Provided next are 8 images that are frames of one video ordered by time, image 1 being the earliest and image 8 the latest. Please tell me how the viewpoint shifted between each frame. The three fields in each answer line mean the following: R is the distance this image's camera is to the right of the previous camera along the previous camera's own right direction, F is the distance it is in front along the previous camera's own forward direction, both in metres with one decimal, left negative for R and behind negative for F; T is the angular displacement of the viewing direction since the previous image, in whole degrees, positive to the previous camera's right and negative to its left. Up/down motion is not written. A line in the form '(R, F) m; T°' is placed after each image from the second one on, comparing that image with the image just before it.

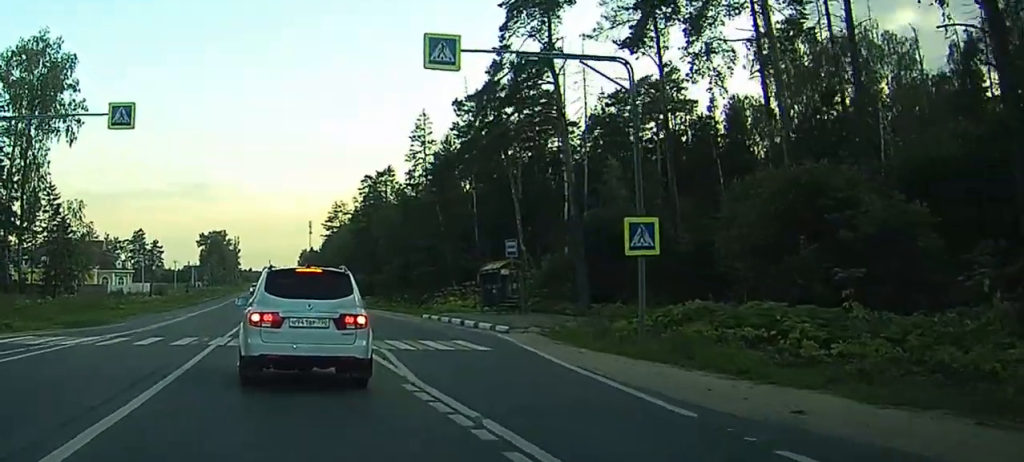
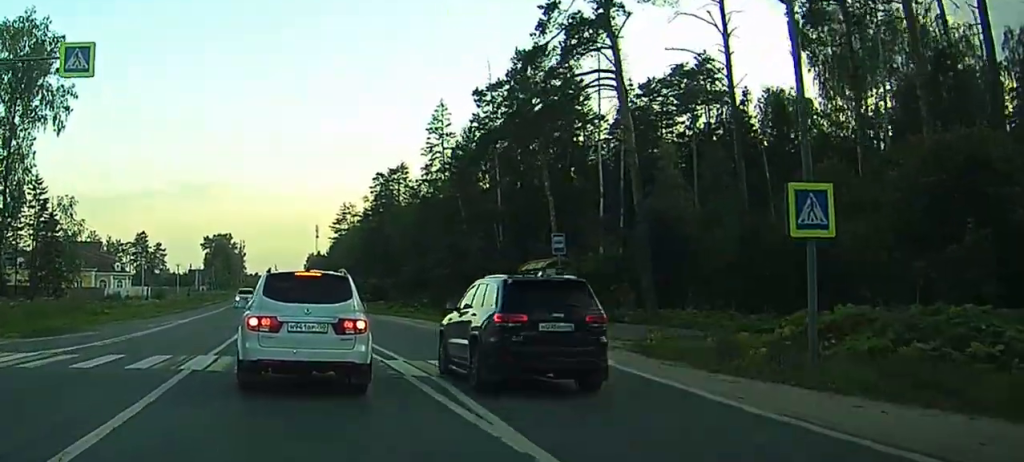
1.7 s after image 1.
(-0.5, +8.7) m; -5°
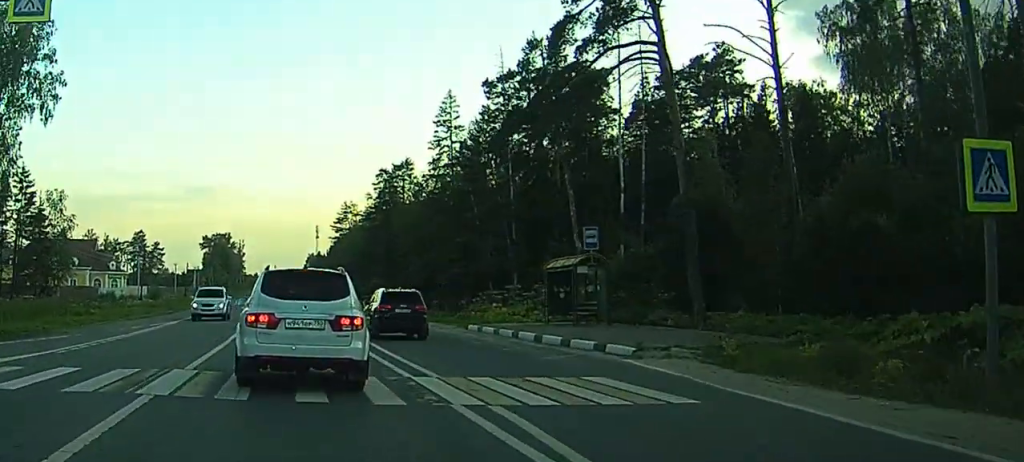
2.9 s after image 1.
(-0.2, +5.1) m; -1°
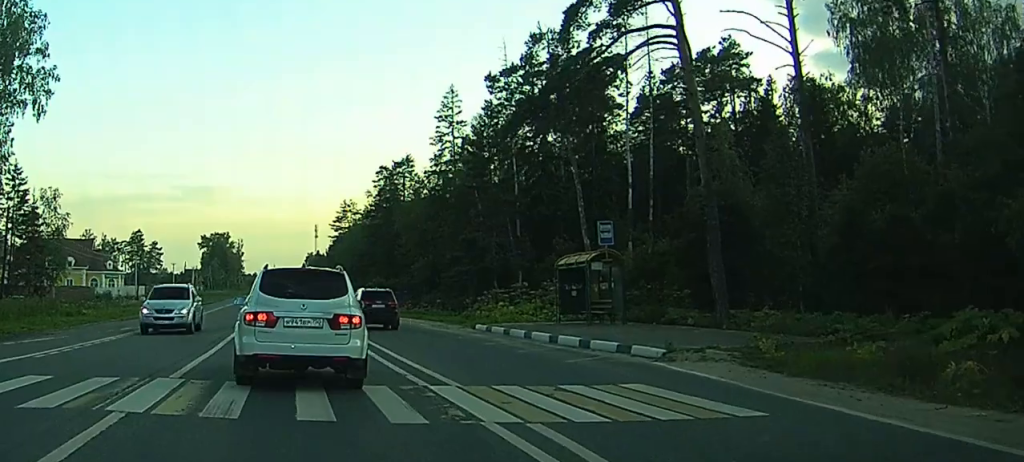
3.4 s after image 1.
(0.0, +2.0) m; 0°
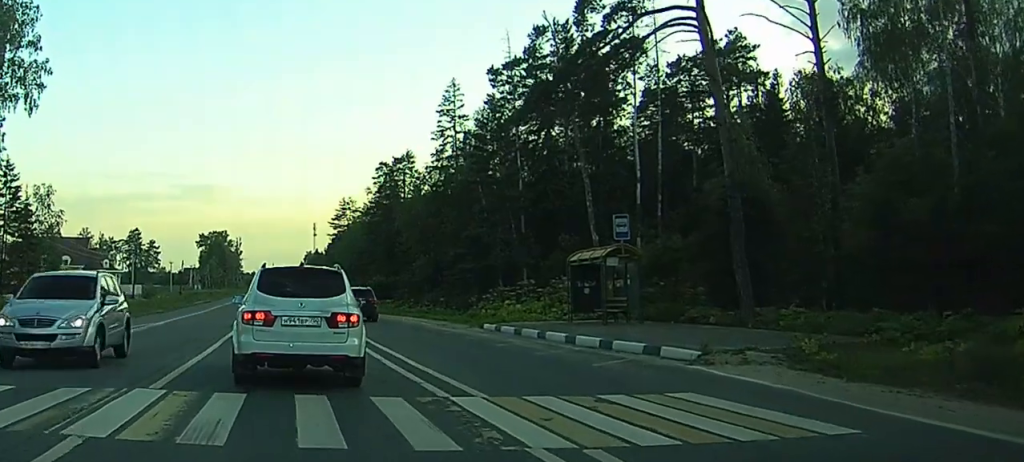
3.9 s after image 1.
(+0.1, +2.0) m; 0°
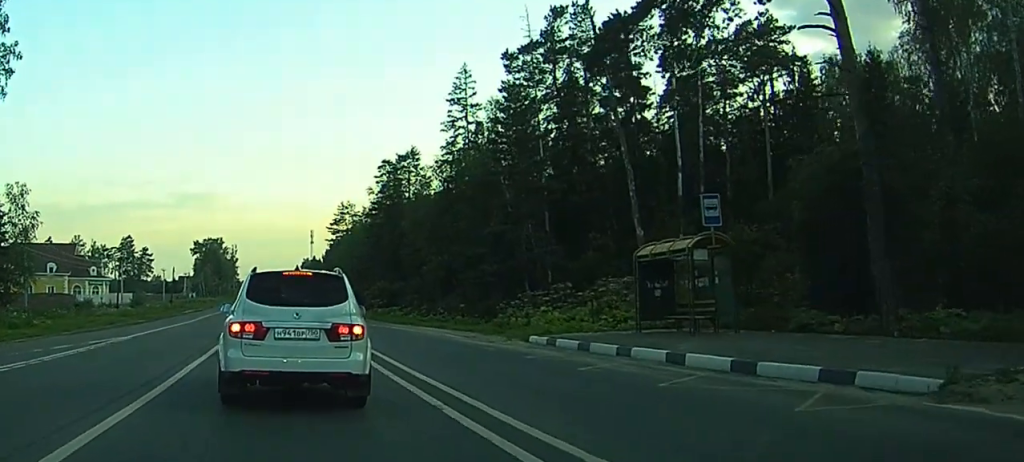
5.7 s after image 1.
(0.0, +7.3) m; +1°
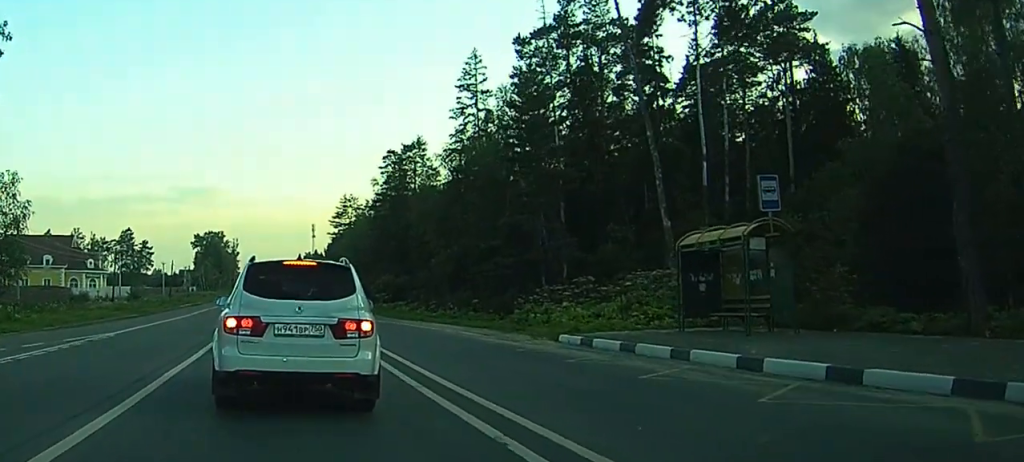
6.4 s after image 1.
(0.0, +3.0) m; +1°
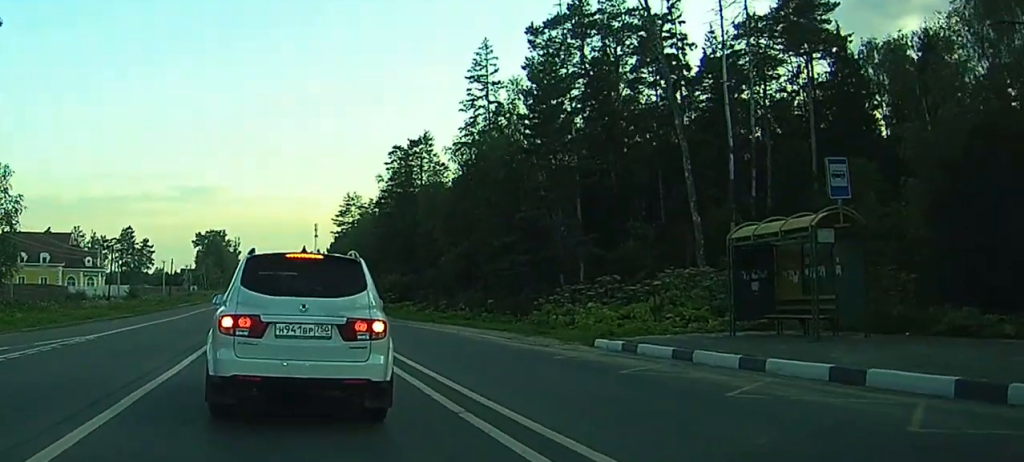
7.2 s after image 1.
(0.0, +3.0) m; 0°
